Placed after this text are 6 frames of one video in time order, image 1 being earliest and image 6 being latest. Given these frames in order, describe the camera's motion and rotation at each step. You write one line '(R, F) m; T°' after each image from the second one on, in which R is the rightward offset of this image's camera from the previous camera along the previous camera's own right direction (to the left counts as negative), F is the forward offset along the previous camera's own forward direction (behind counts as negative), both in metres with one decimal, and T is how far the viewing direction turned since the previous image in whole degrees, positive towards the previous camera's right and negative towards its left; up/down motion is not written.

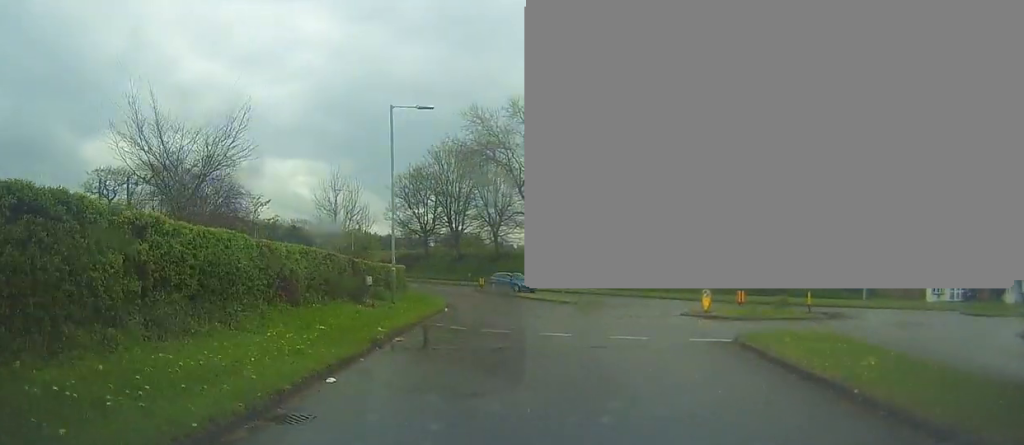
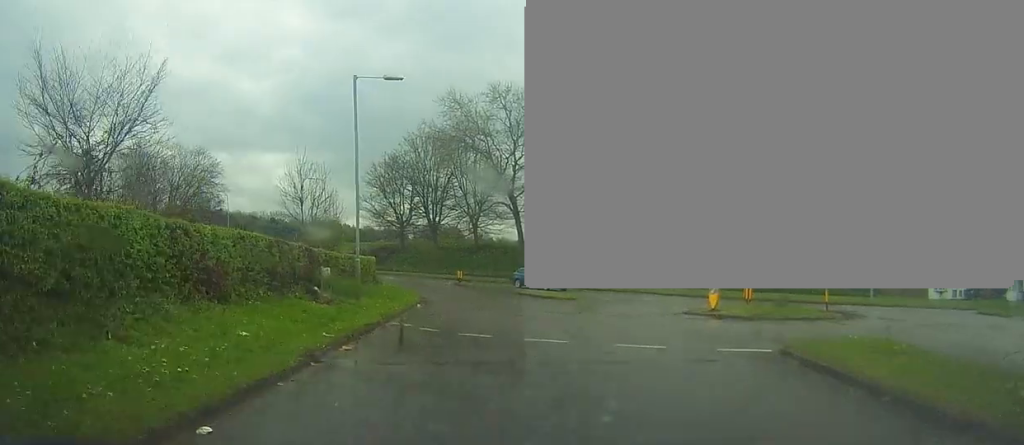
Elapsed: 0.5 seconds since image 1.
(+0.1, +3.7) m; +2°
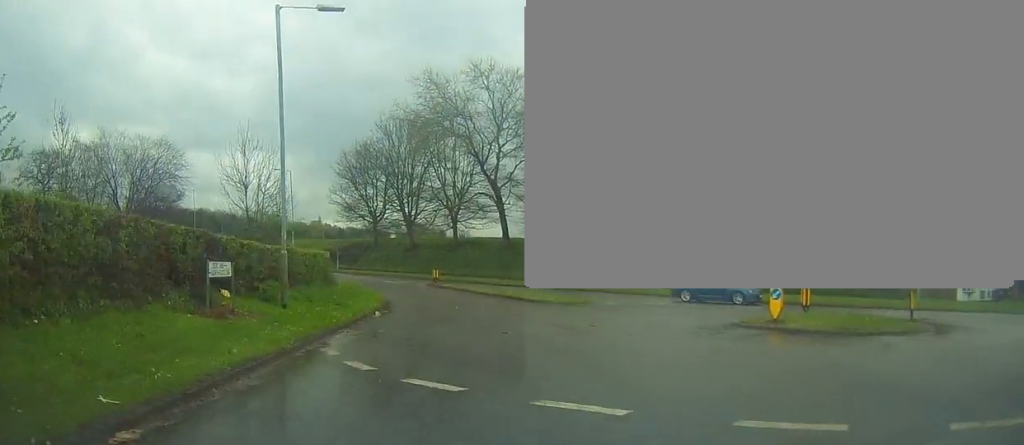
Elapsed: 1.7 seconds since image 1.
(+0.1, +7.1) m; +1°
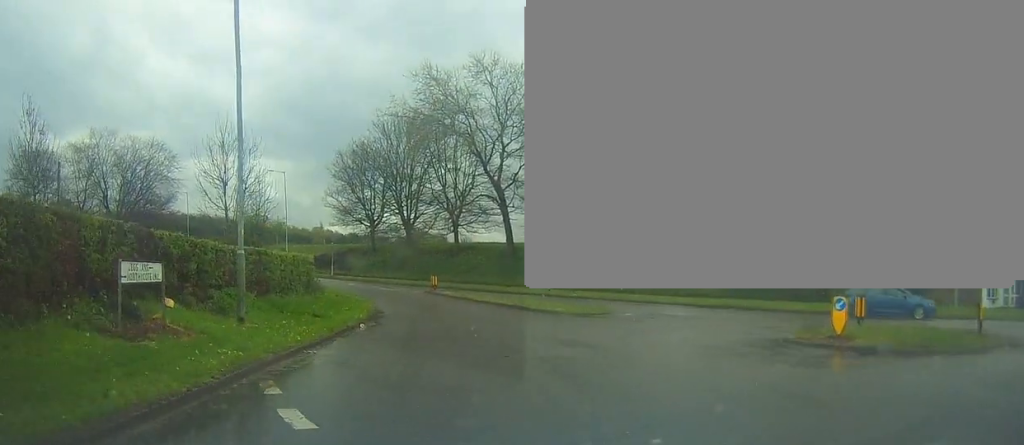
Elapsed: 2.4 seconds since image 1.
(0.0, +3.5) m; 0°
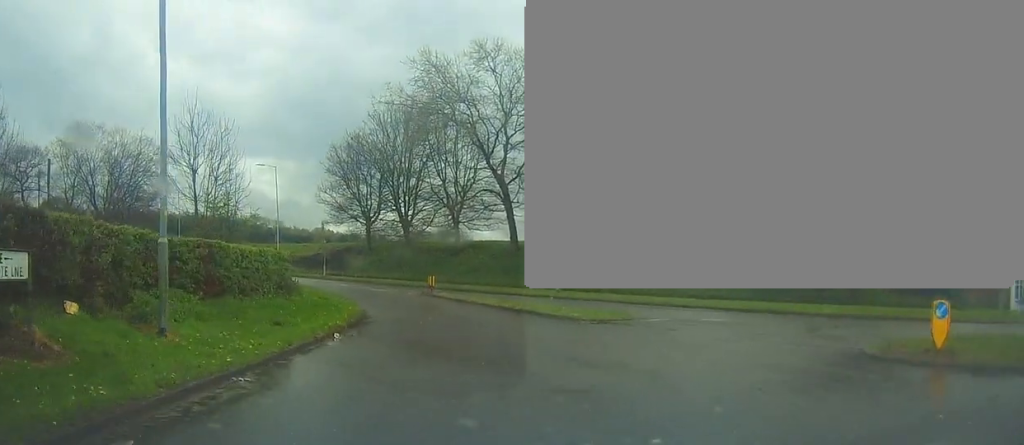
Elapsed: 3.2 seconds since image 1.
(0.0, +3.7) m; 0°
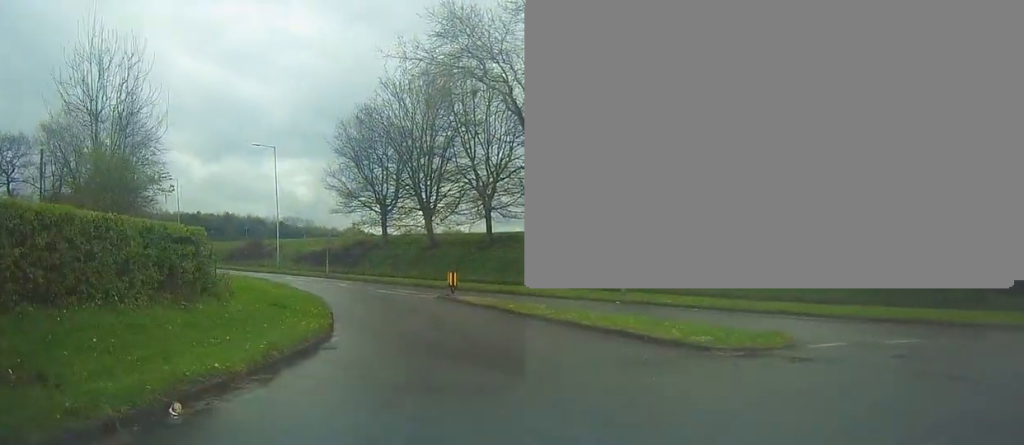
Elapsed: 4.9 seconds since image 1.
(-0.1, +9.3) m; -2°
